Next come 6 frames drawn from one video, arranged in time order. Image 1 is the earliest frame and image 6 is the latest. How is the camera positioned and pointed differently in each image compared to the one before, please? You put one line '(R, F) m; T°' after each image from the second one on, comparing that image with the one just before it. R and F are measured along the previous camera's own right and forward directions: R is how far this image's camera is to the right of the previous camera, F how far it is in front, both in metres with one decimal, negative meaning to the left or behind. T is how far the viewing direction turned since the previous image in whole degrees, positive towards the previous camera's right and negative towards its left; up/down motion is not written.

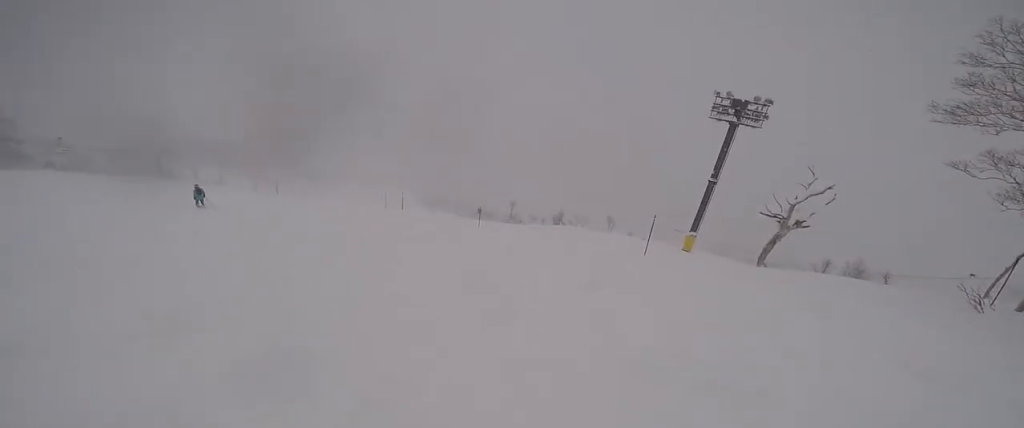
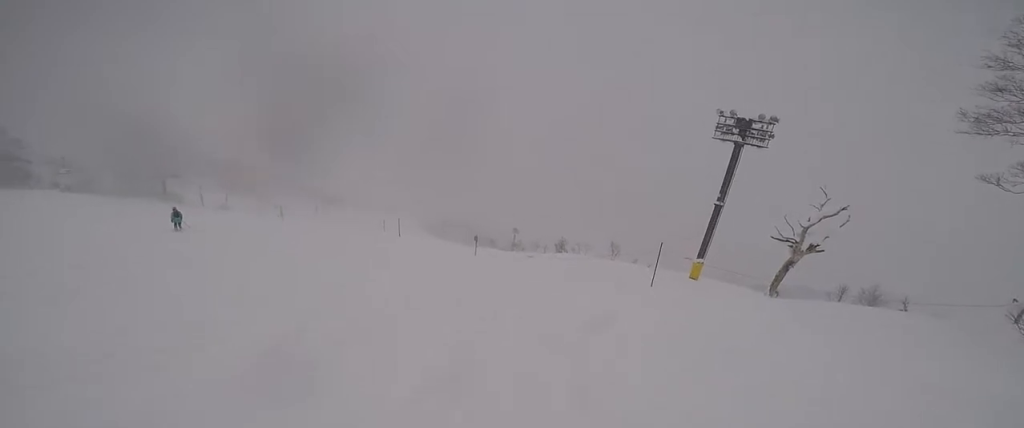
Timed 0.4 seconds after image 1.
(0.0, +1.6) m; -18°
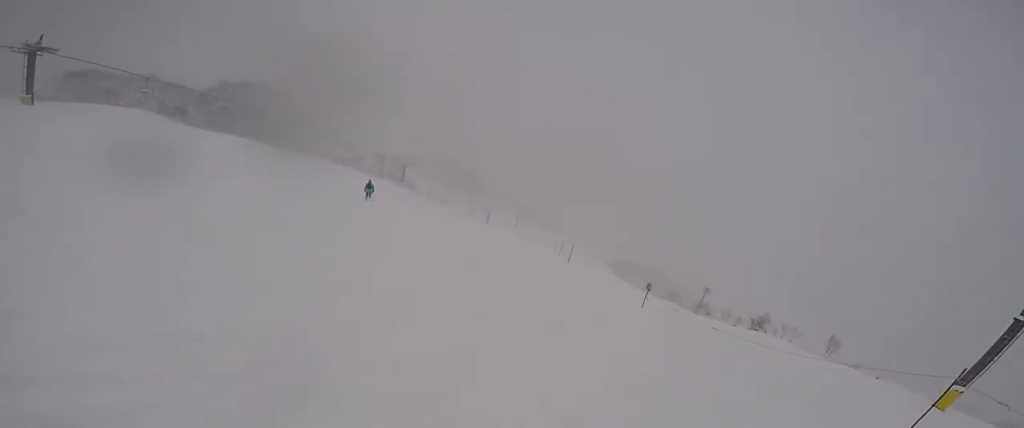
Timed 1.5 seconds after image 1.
(-1.6, +4.4) m; -25°
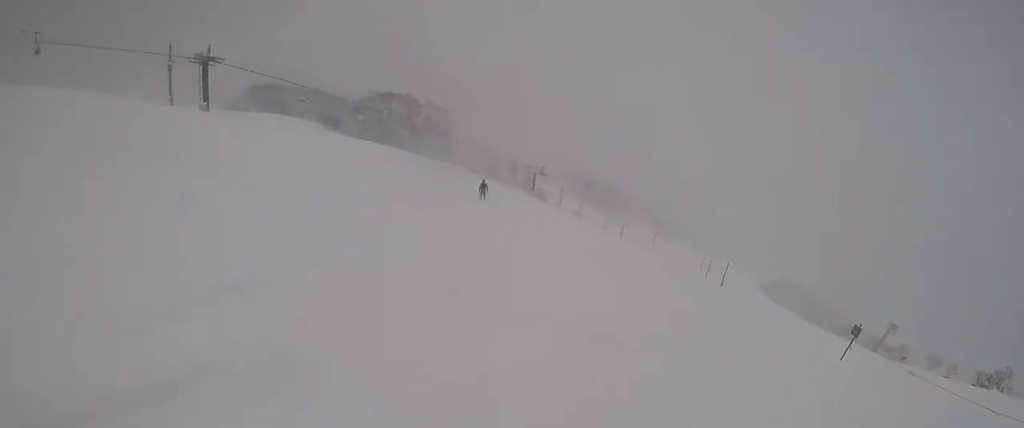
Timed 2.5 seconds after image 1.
(-0.3, +4.7) m; -17°
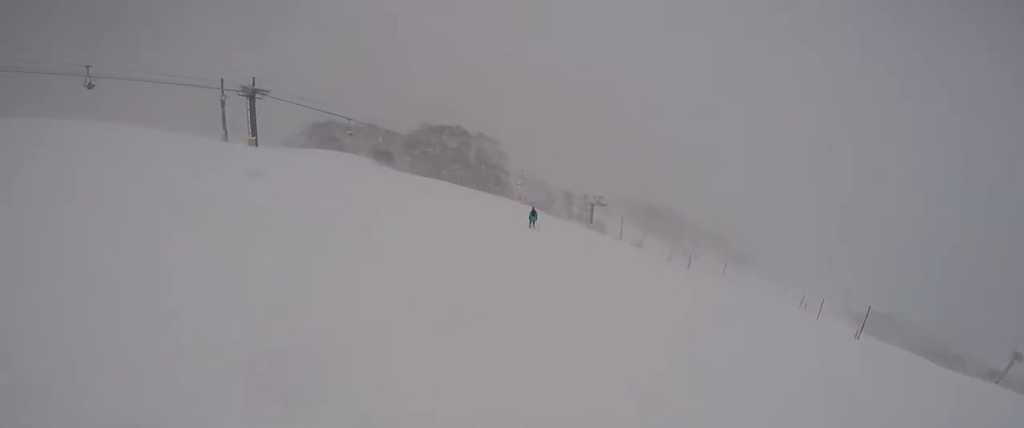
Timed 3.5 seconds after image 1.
(-1.1, +5.1) m; -12°
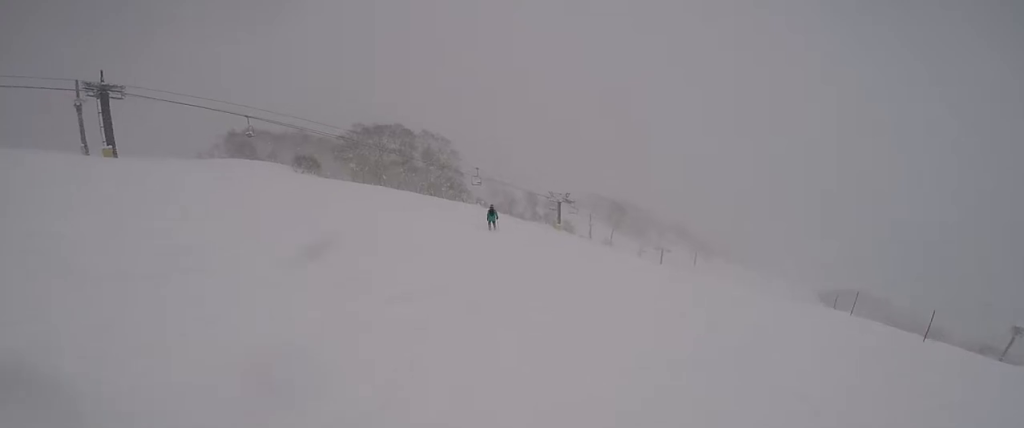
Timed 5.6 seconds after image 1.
(+0.5, +10.3) m; +14°
